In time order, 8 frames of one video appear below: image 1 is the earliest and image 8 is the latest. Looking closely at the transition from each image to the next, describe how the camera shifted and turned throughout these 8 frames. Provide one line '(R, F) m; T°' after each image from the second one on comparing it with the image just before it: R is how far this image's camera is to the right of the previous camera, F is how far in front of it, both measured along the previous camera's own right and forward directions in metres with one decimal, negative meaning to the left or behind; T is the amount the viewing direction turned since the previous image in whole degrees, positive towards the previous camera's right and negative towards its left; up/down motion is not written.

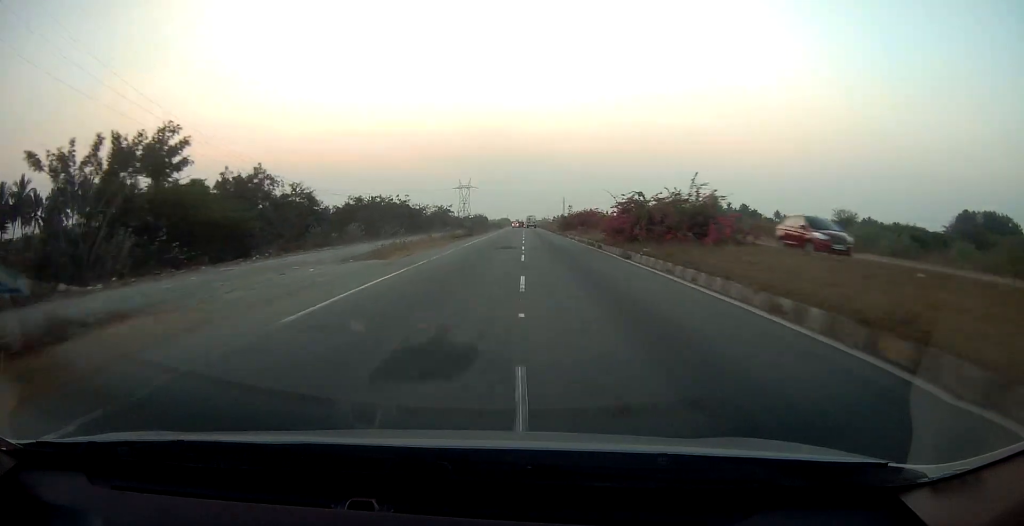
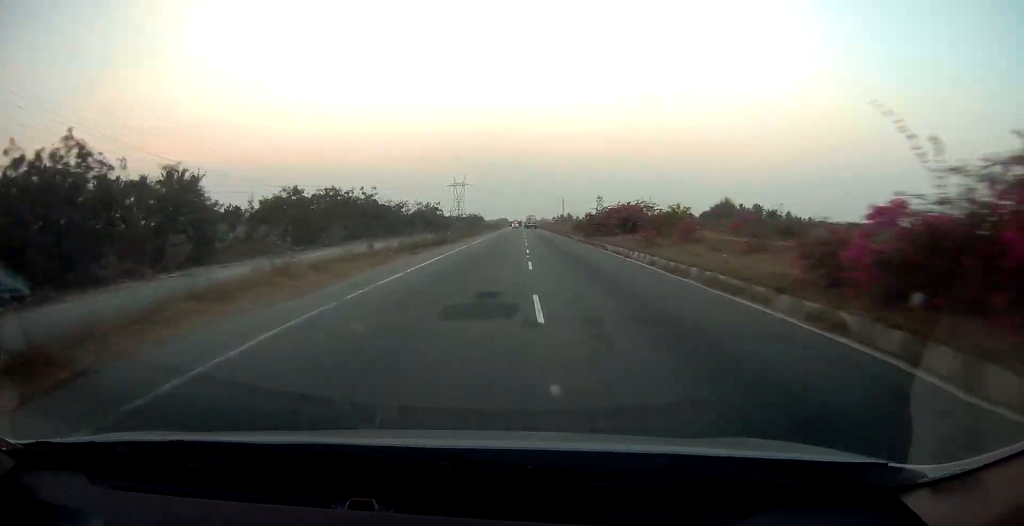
(0.0, +21.6) m; 0°
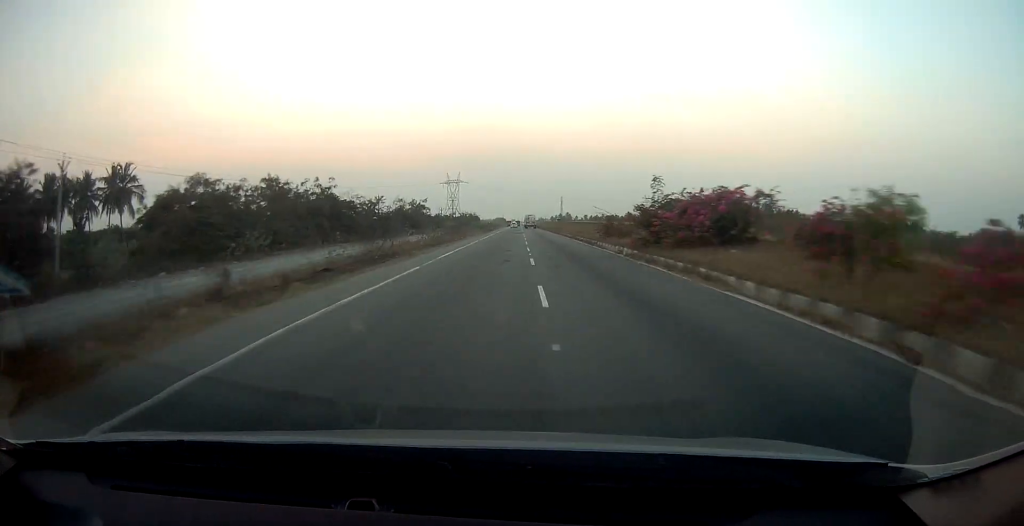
(-0.1, +16.5) m; 0°
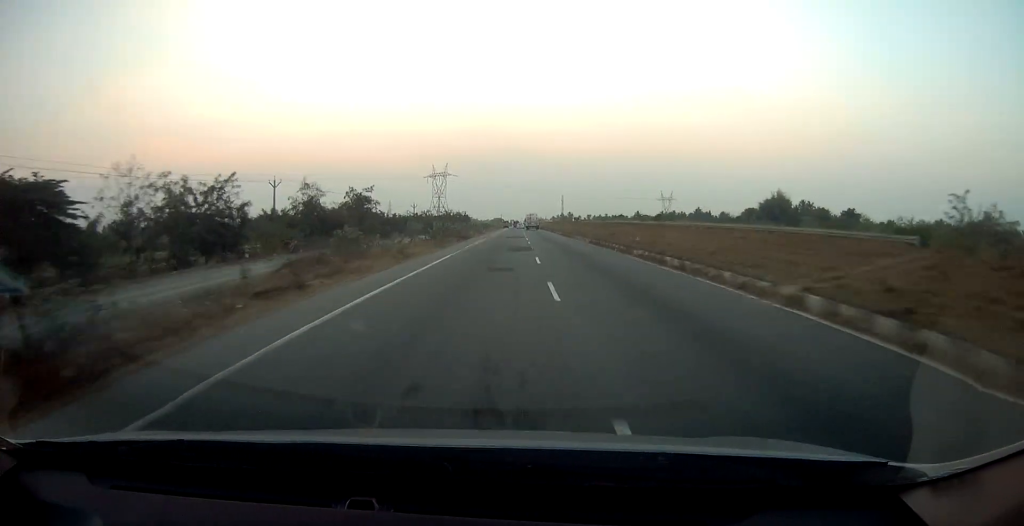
(+0.2, +44.3) m; 0°
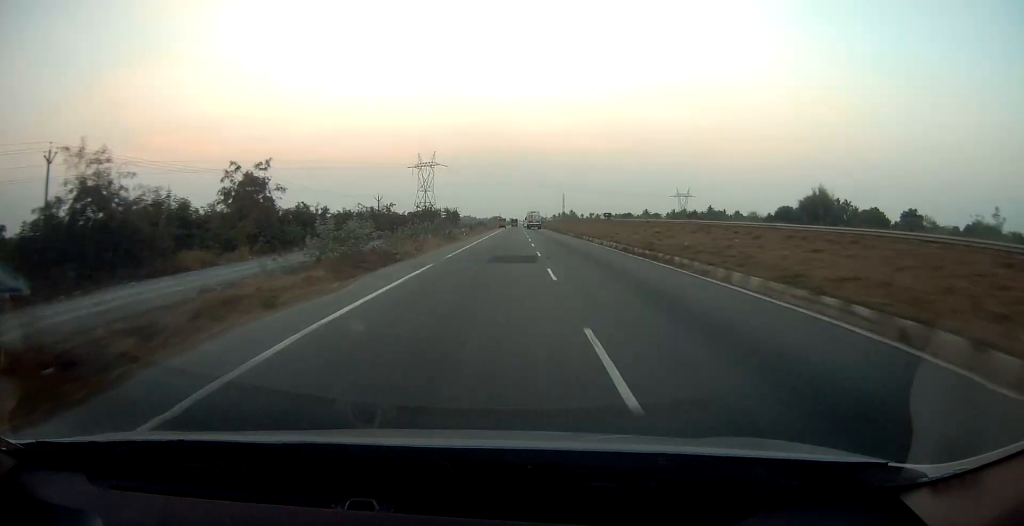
(0.0, +32.2) m; 0°
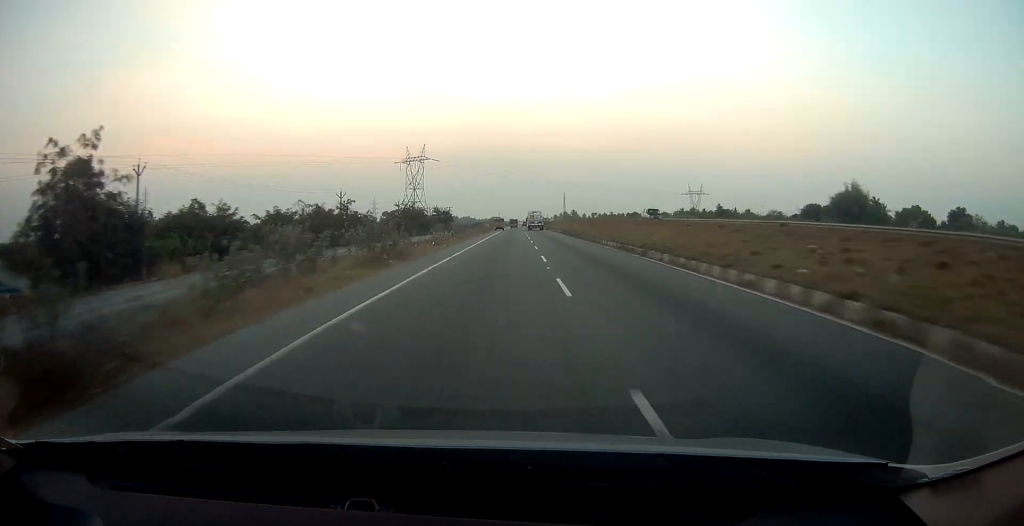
(0.0, +20.7) m; 0°
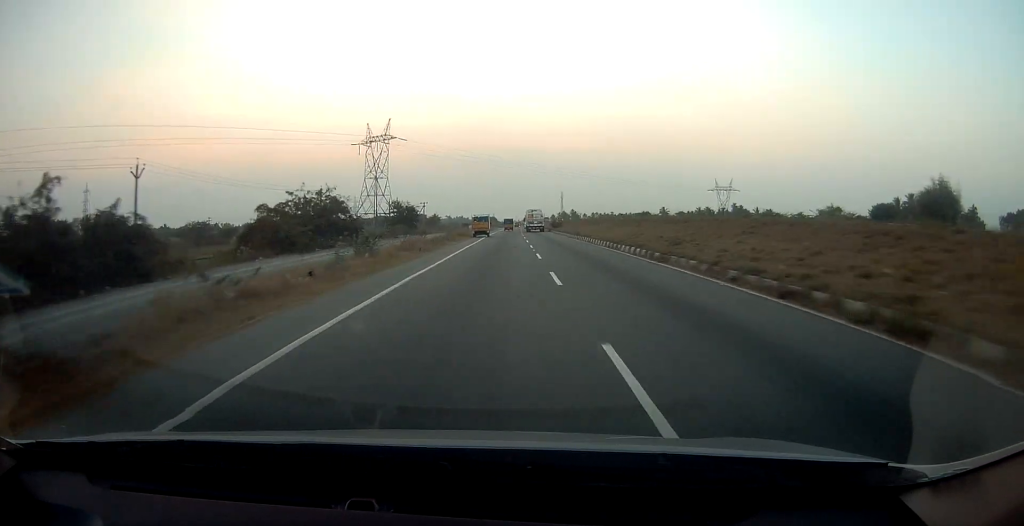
(+0.3, +43.3) m; 0°
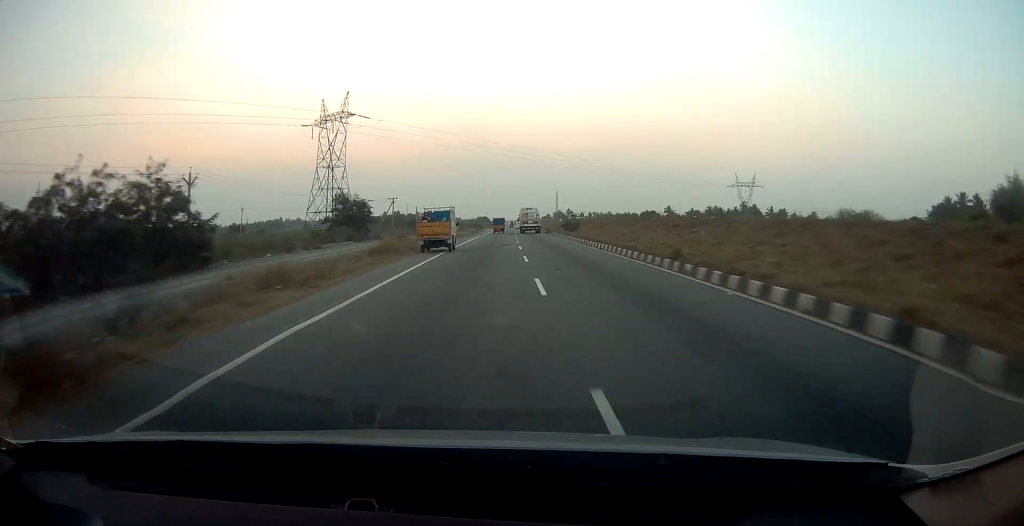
(0.0, +28.6) m; 0°
